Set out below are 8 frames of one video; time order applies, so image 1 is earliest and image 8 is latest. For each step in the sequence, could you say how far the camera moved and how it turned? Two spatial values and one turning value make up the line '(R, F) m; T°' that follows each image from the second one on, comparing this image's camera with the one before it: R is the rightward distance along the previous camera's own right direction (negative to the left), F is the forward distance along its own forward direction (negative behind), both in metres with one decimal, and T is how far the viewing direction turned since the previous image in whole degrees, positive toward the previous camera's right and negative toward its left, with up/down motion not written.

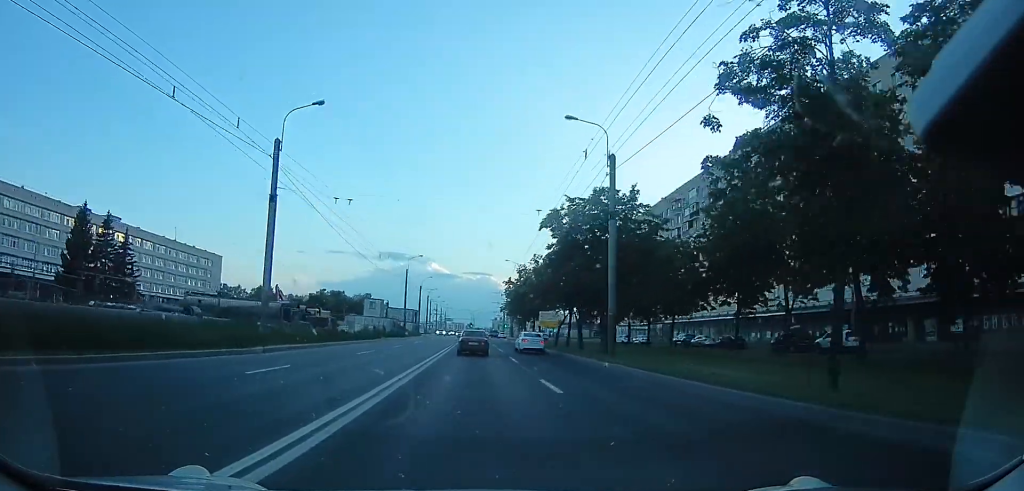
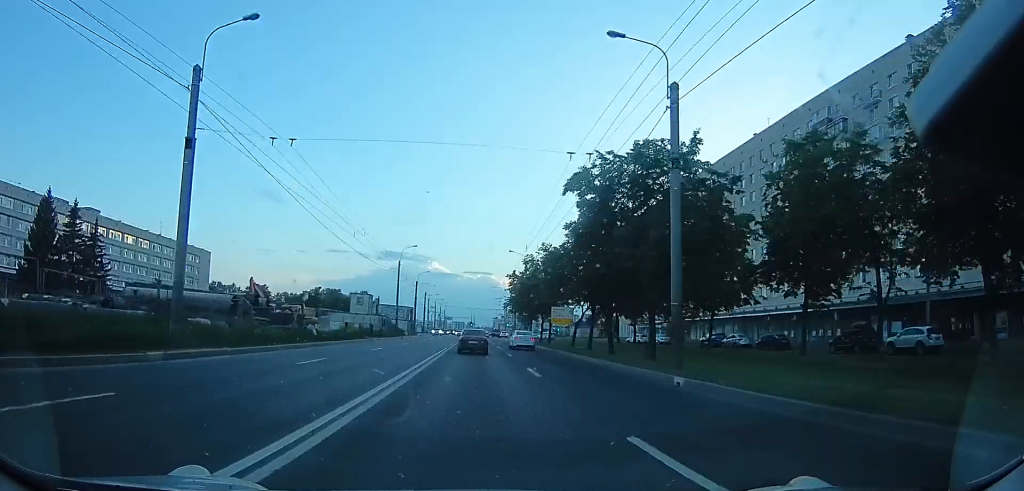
(0.0, +8.0) m; 0°
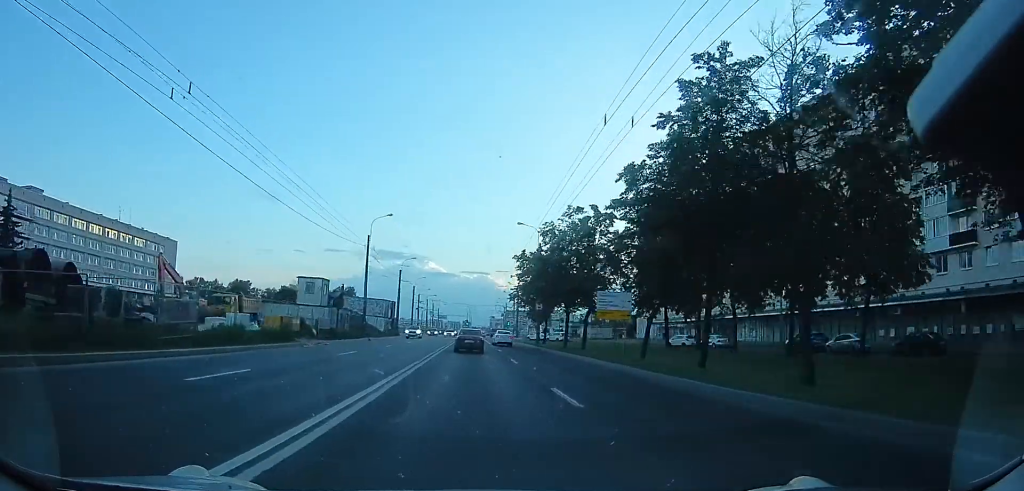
(0.0, +18.2) m; 0°
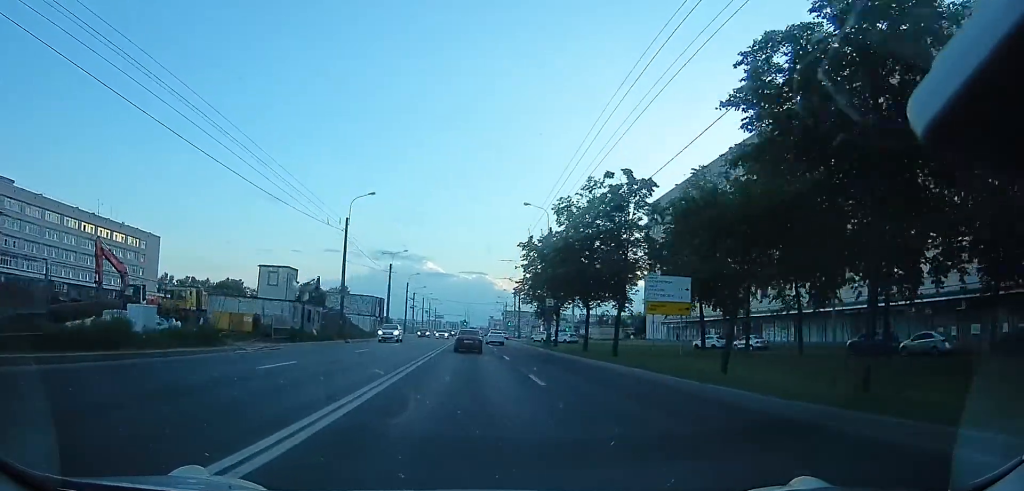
(0.0, +8.3) m; 0°
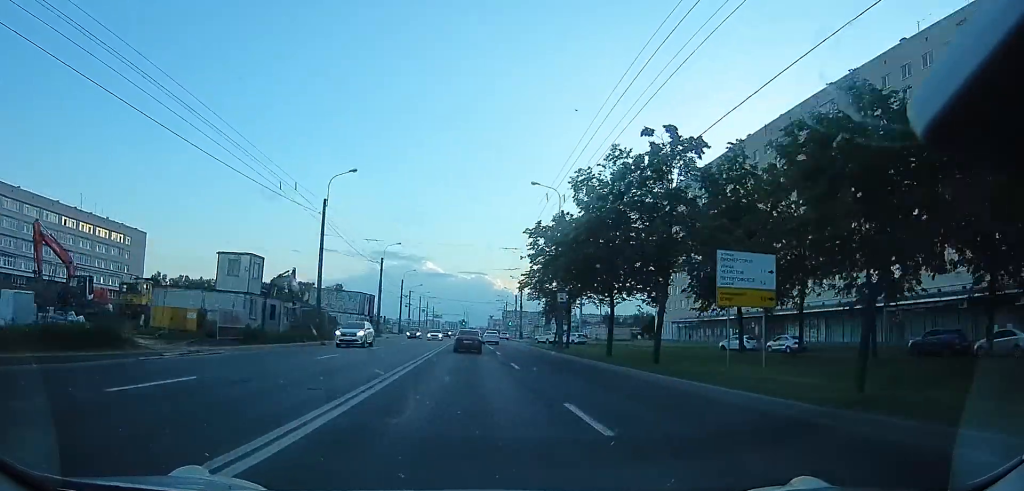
(0.0, +6.5) m; 0°
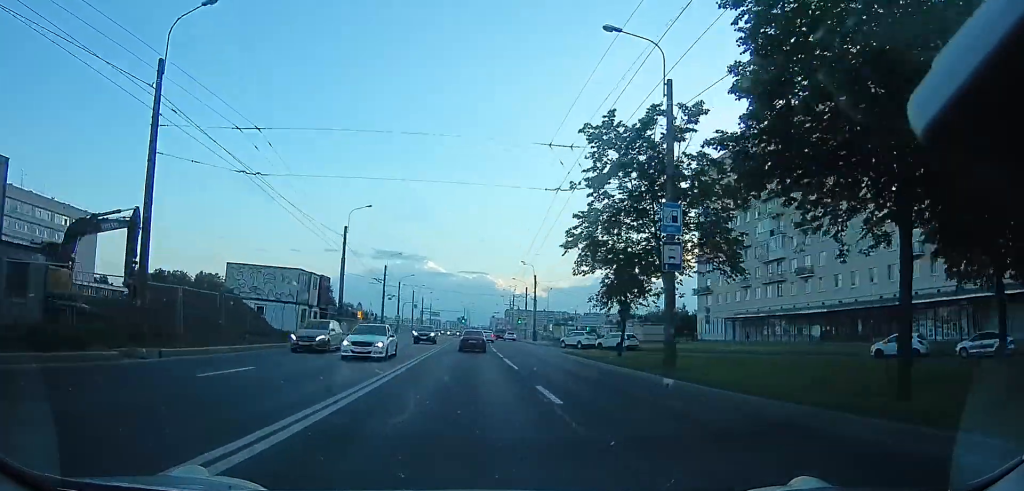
(0.0, +20.9) m; 0°
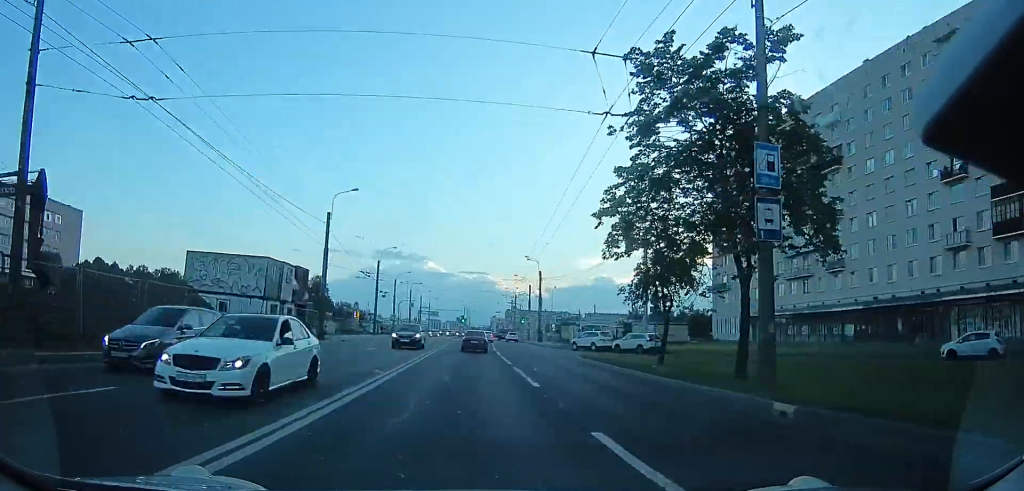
(0.0, +5.8) m; 0°
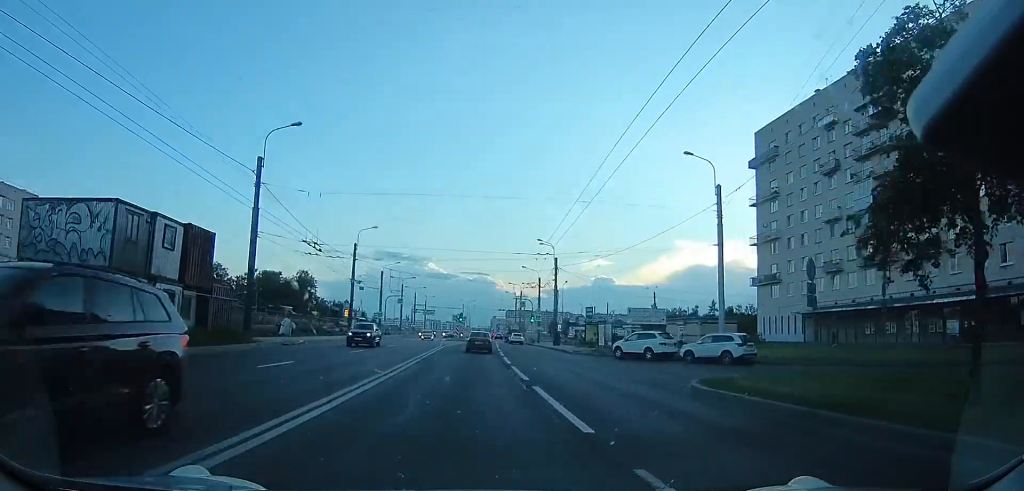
(0.0, +14.1) m; 0°
